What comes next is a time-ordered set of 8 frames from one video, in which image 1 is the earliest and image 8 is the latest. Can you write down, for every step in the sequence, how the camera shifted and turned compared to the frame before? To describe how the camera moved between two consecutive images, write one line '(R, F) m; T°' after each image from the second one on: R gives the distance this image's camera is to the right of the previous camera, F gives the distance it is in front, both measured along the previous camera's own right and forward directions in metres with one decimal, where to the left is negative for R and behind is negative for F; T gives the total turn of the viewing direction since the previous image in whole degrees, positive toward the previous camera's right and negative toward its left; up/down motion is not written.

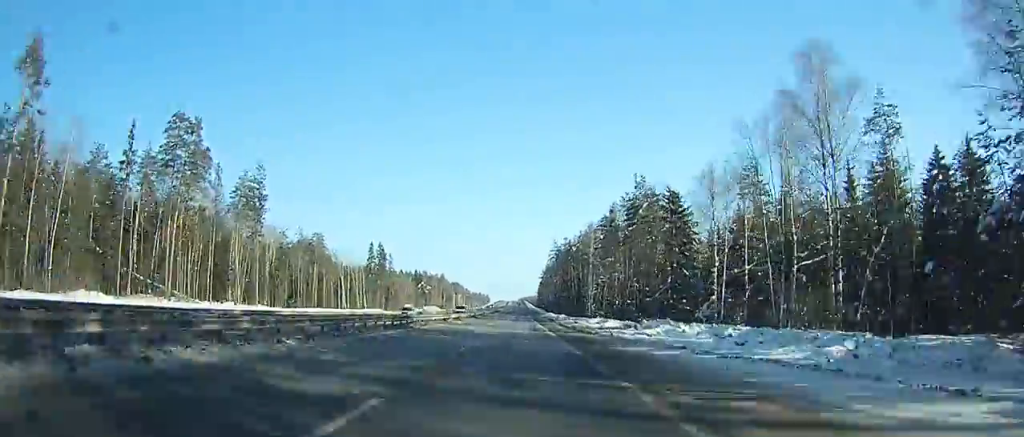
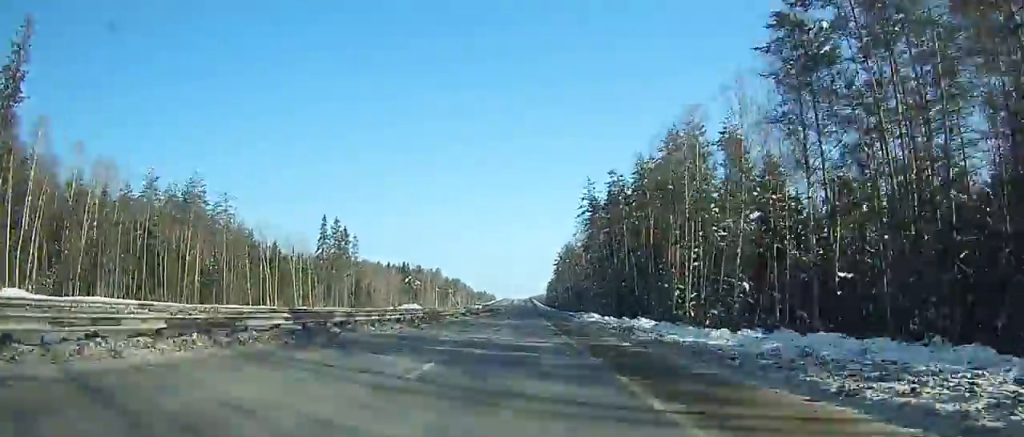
(-0.2, +67.5) m; 0°
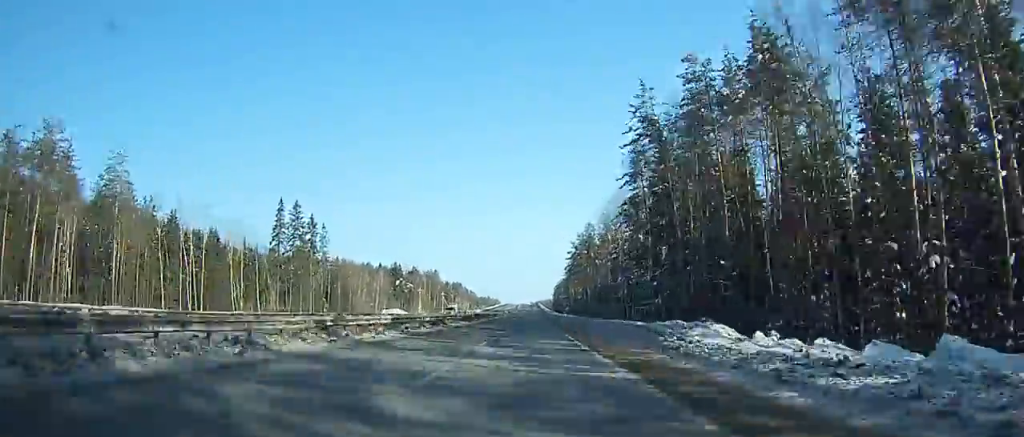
(0.0, +36.6) m; 0°
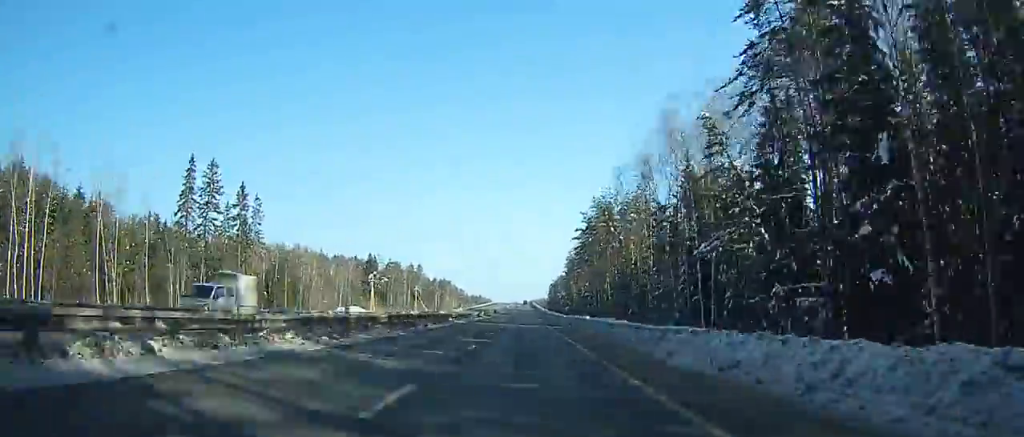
(0.0, +39.4) m; 0°
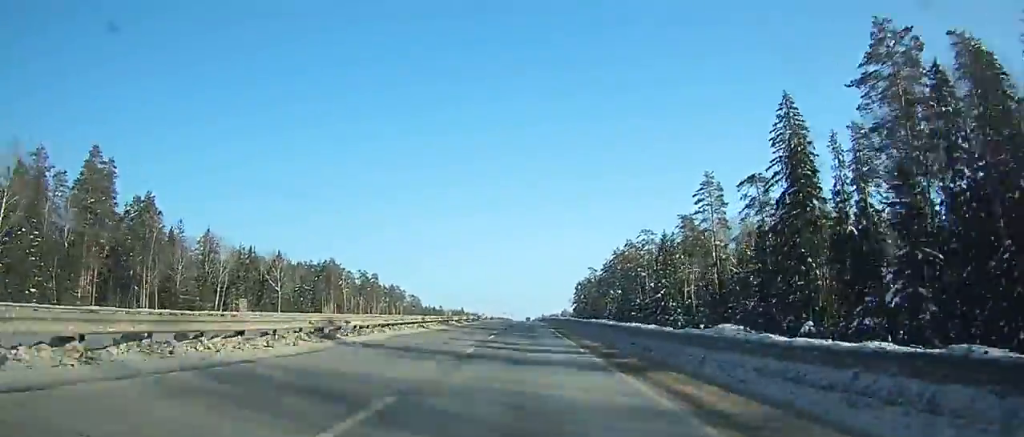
(+0.1, +292.3) m; 0°
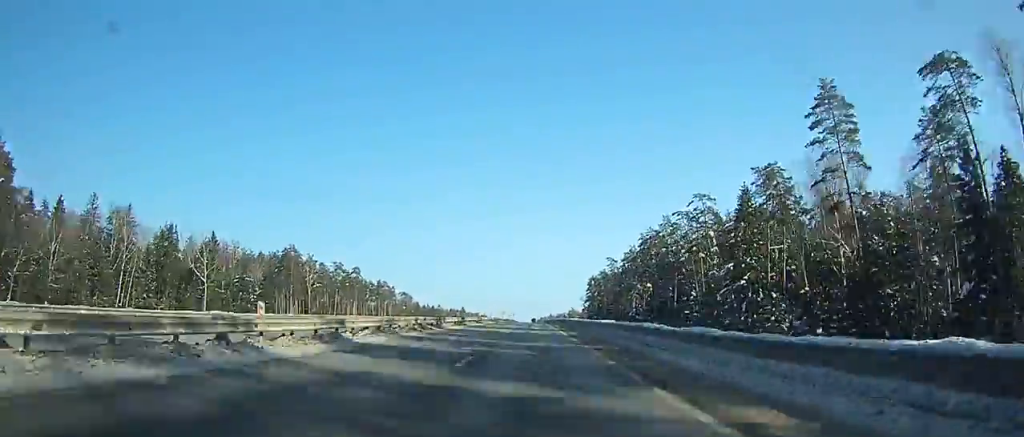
(+0.1, +39.9) m; 0°
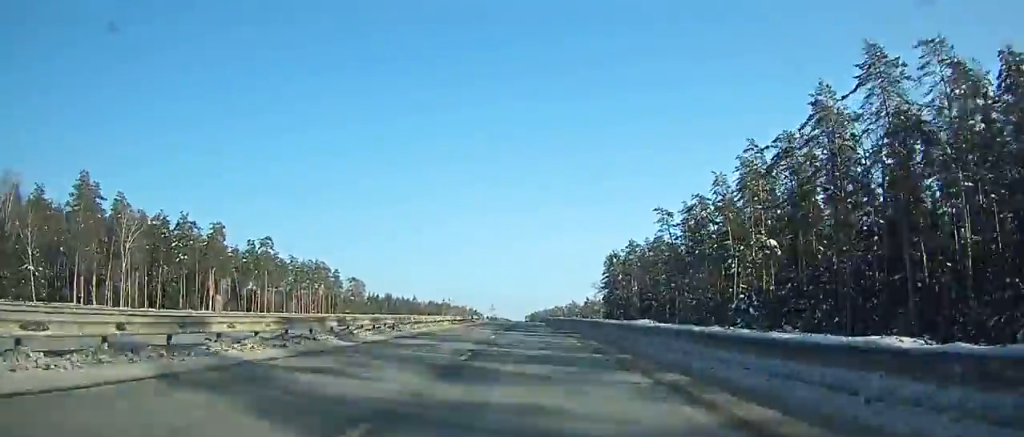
(+0.1, +82.5) m; 0°
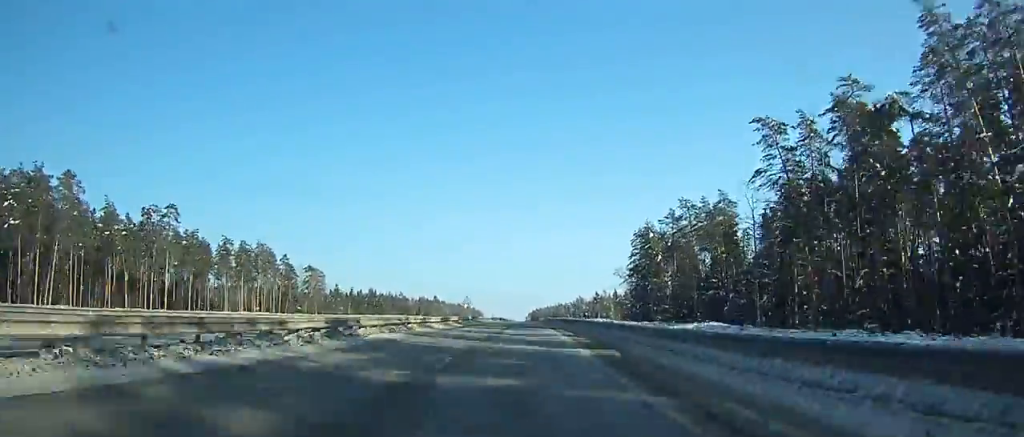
(0.0, +50.8) m; 0°
